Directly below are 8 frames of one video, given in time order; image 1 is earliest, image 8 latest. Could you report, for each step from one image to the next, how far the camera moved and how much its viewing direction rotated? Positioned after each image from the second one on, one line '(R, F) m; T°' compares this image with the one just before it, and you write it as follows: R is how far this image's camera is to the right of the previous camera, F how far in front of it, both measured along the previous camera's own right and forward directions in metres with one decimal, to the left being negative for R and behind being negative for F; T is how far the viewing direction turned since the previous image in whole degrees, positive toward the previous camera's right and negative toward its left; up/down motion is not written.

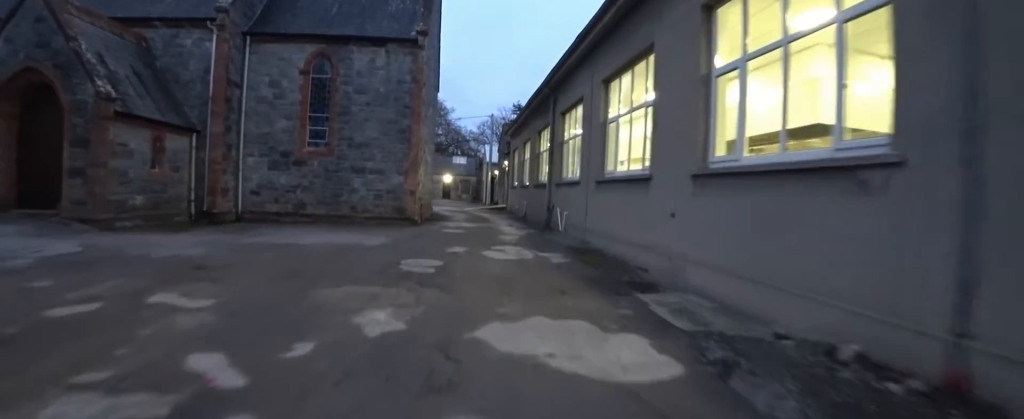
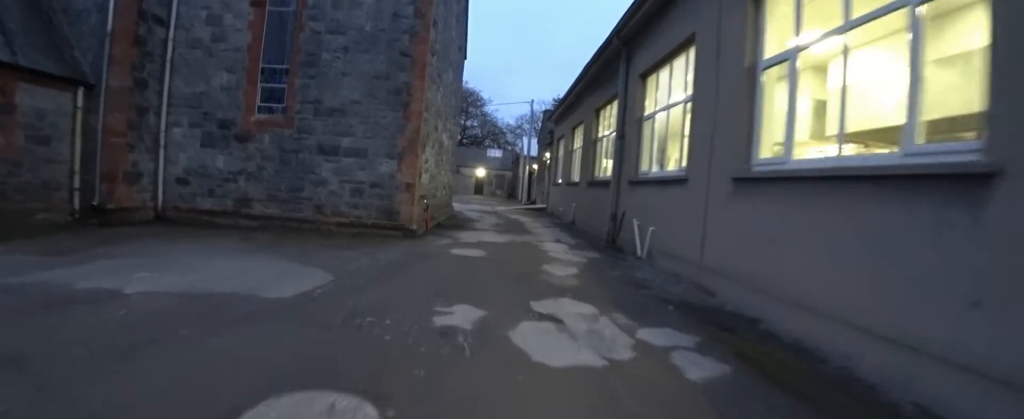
(-0.2, +4.6) m; -7°
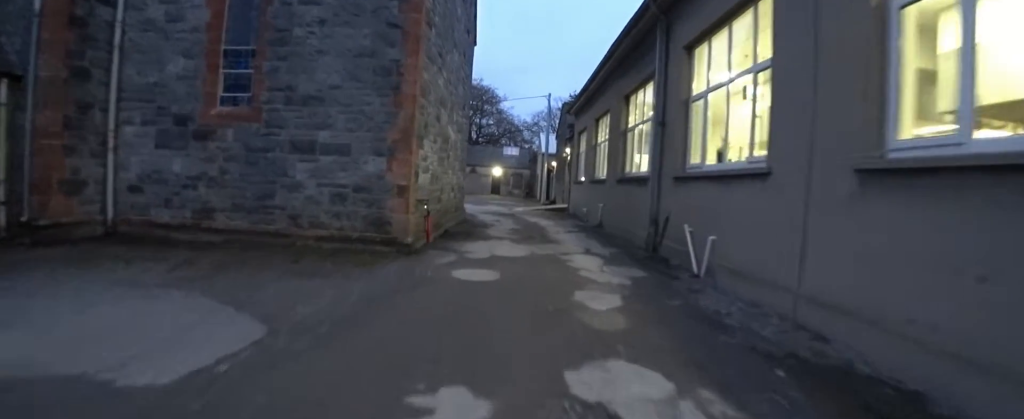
(-0.3, +1.5) m; 0°
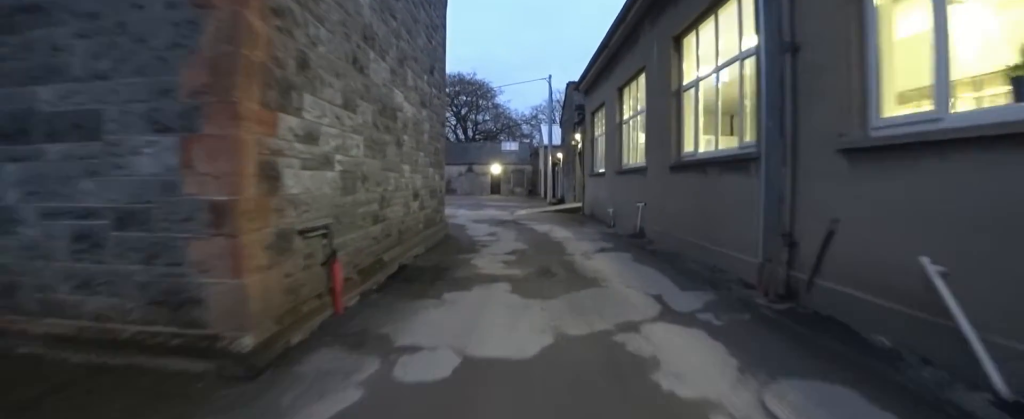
(+0.3, +4.0) m; +6°
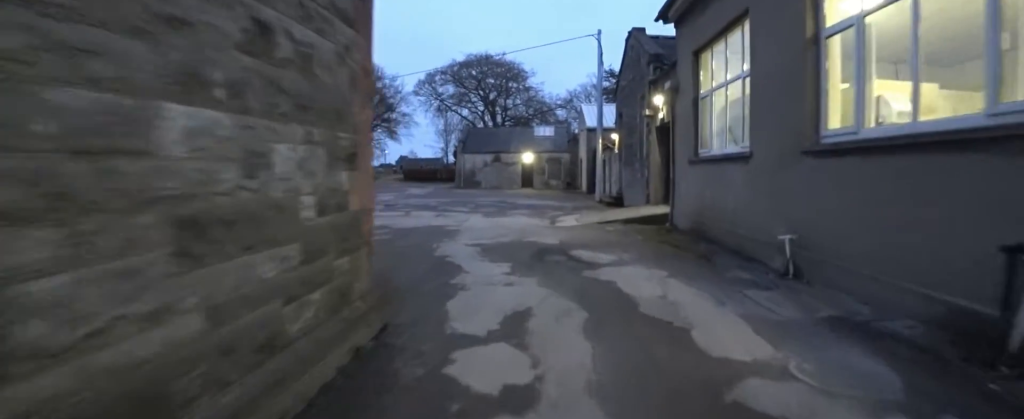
(+0.8, +7.1) m; +10°
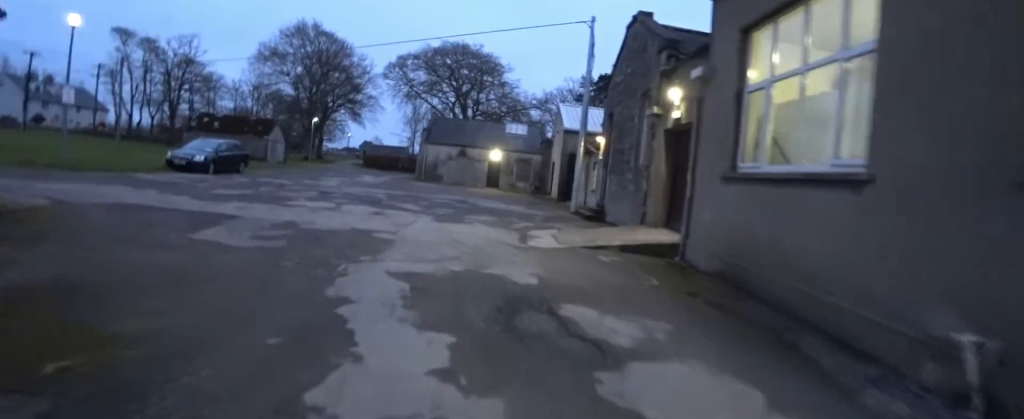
(+0.3, +3.0) m; -1°
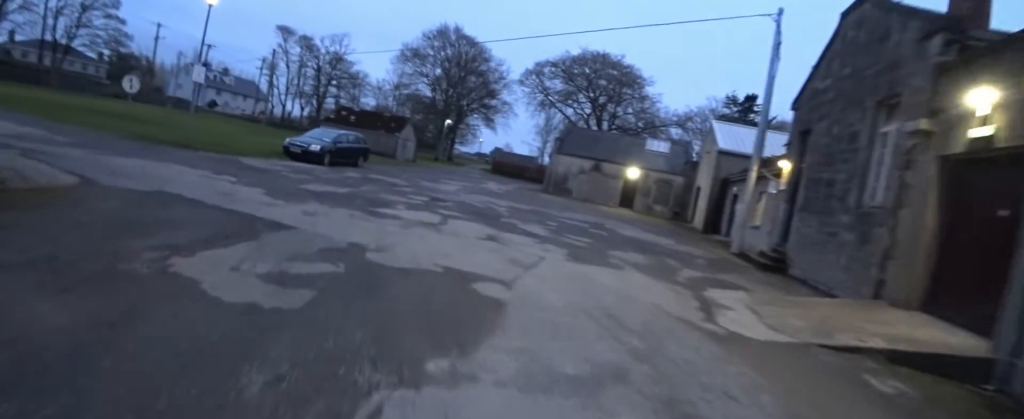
(-0.4, +3.4) m; -6°
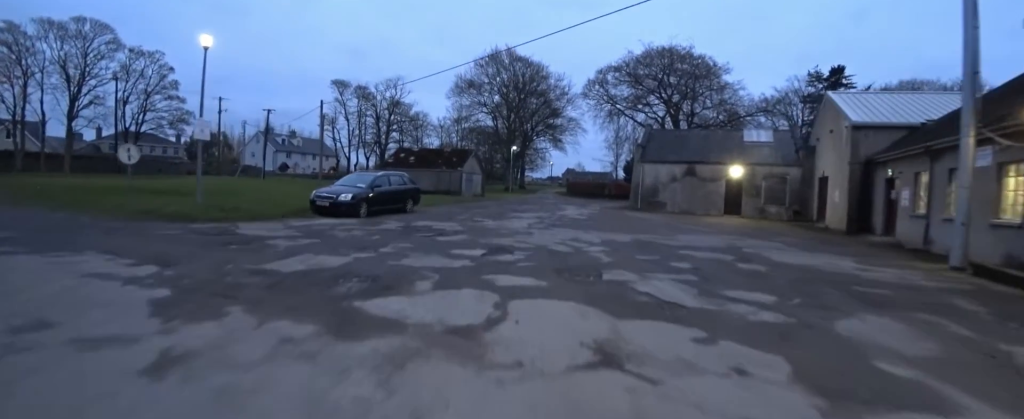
(-0.1, +4.7) m; -16°
